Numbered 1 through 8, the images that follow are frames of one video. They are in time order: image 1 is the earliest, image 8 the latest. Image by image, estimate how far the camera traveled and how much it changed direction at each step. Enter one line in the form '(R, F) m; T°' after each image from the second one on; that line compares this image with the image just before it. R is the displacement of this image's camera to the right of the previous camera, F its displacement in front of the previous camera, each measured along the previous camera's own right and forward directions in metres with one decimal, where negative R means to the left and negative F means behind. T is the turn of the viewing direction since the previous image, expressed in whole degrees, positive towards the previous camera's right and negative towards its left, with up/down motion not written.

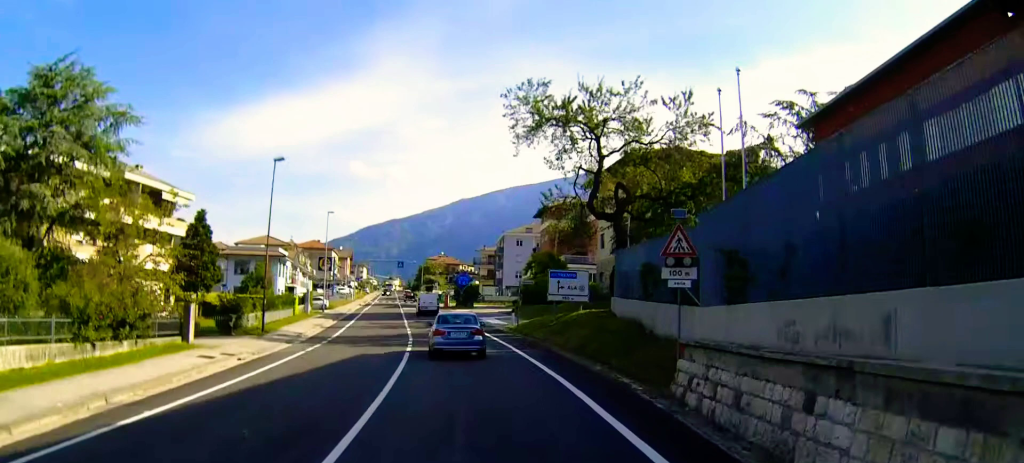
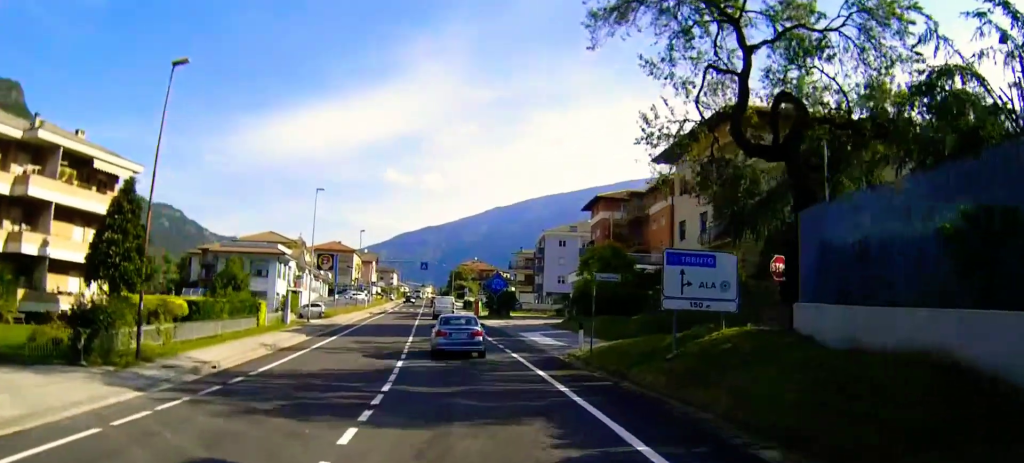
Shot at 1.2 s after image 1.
(-0.4, +17.1) m; -3°
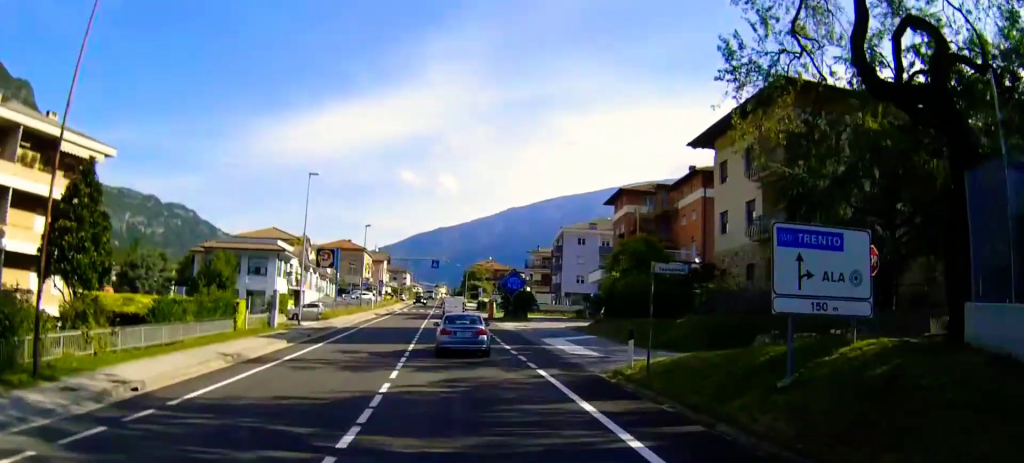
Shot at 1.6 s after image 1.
(0.0, +6.2) m; -1°
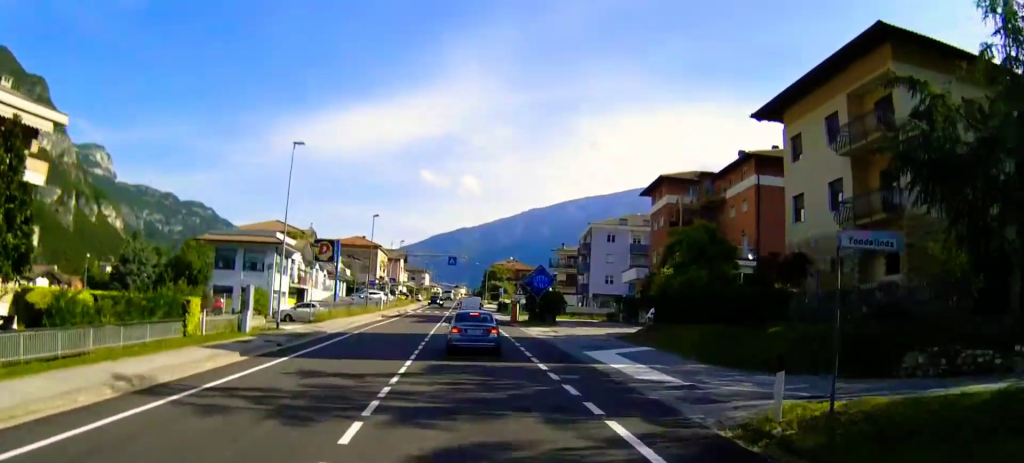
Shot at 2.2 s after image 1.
(-0.2, +8.5) m; -1°
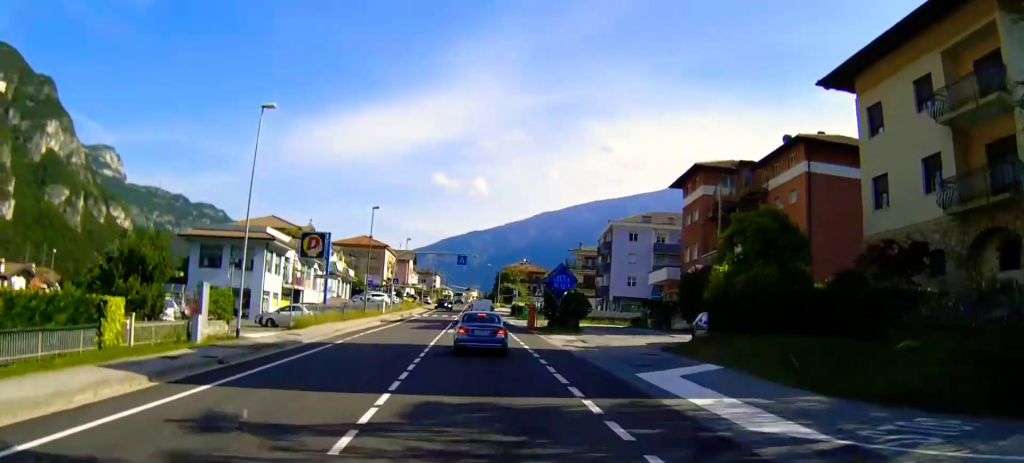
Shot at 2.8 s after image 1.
(-0.1, +7.6) m; -1°
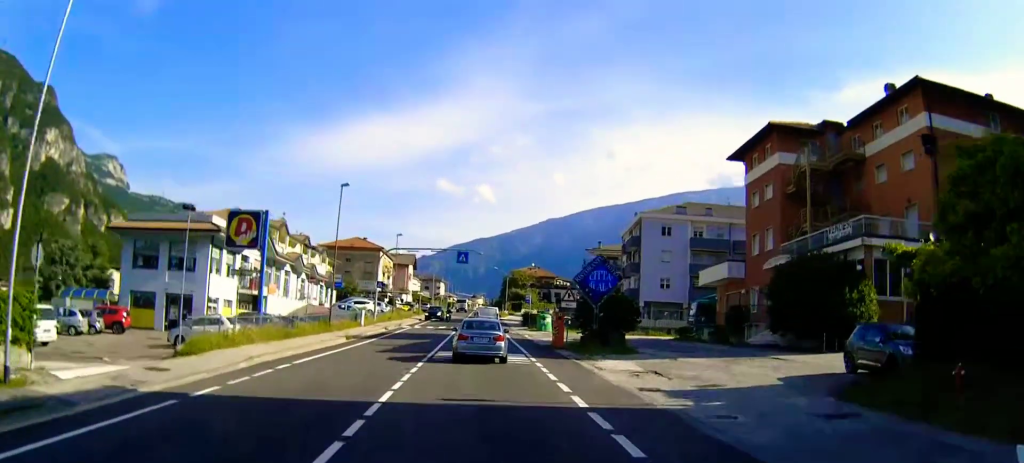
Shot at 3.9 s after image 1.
(-0.1, +15.7) m; 0°
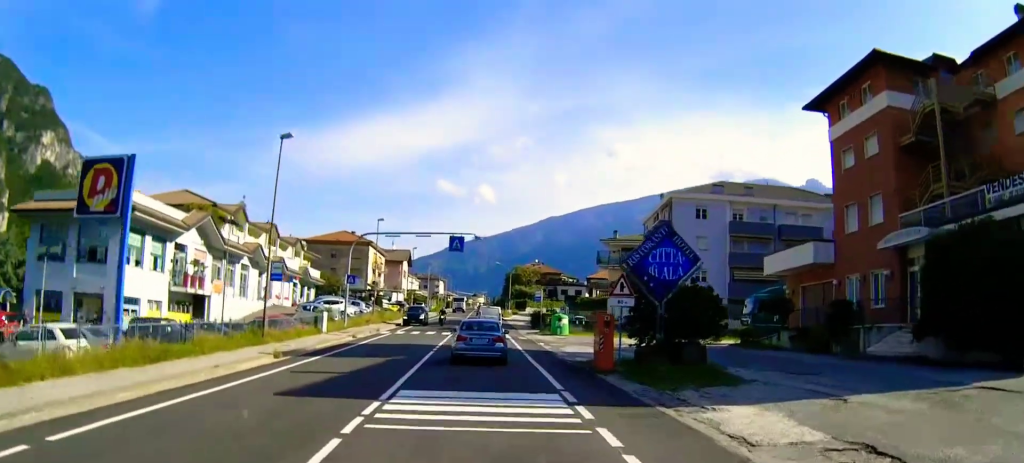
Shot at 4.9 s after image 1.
(-0.1, +13.9) m; 0°
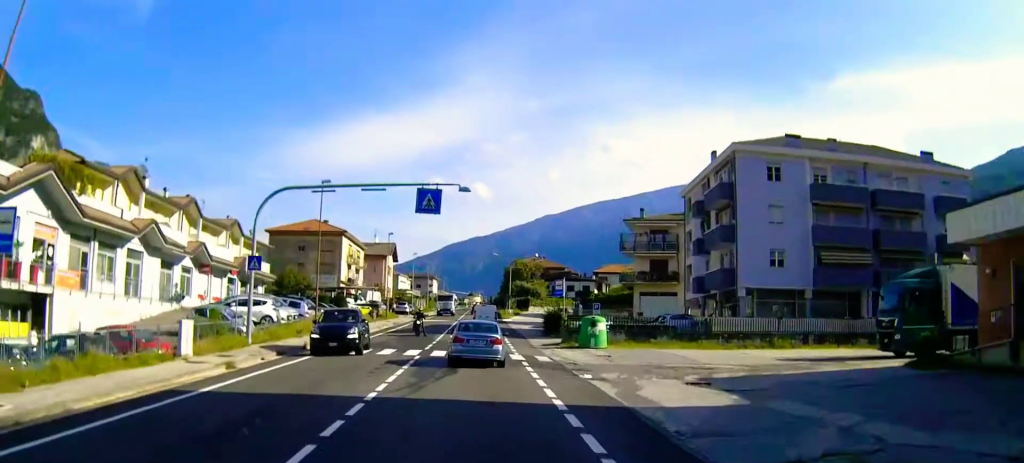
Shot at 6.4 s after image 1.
(0.0, +20.0) m; 0°
